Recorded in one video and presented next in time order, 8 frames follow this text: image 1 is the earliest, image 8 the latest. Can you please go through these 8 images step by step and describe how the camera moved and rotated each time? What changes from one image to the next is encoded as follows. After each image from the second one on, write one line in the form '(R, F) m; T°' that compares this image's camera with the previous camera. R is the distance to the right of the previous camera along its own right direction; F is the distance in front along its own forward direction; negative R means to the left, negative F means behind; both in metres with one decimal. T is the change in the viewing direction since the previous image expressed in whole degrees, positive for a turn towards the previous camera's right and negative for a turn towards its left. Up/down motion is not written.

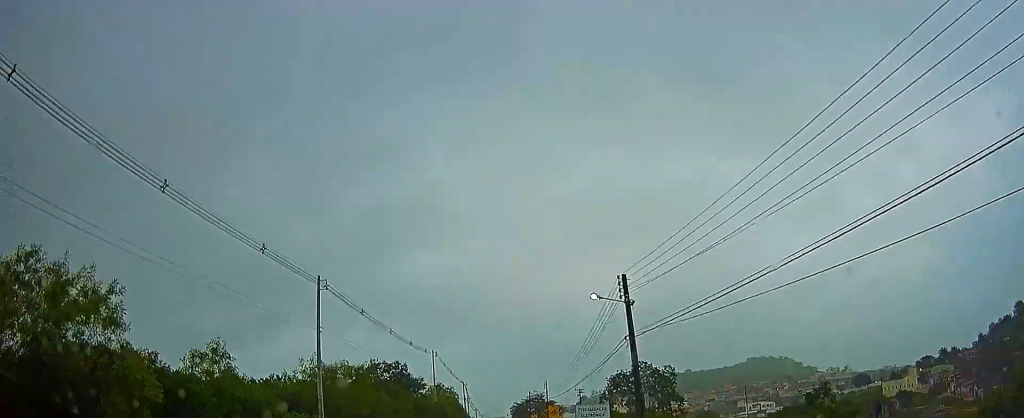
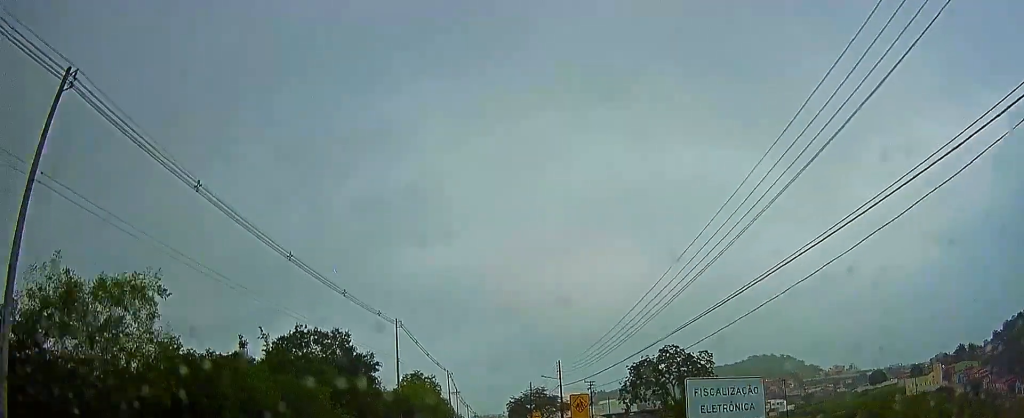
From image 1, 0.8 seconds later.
(+0.3, +21.5) m; +1°
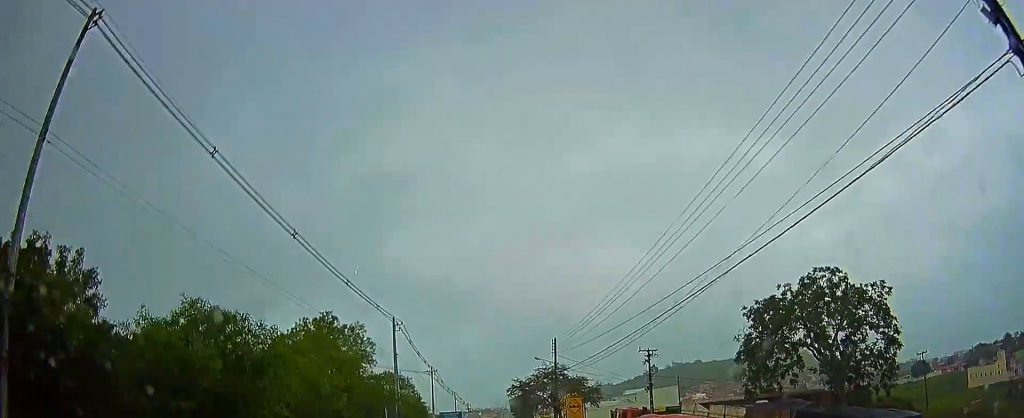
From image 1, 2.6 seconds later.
(+0.4, +39.0) m; +1°
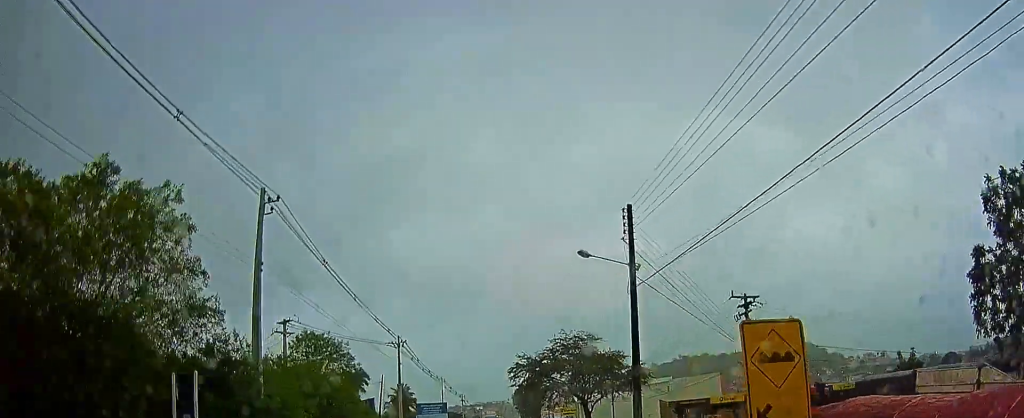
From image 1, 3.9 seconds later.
(-0.2, +29.7) m; 0°
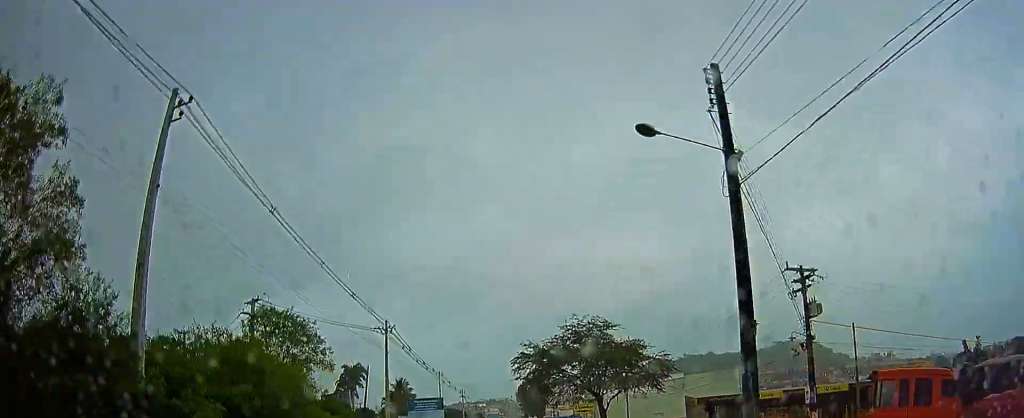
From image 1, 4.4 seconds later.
(0.0, +9.3) m; 0°
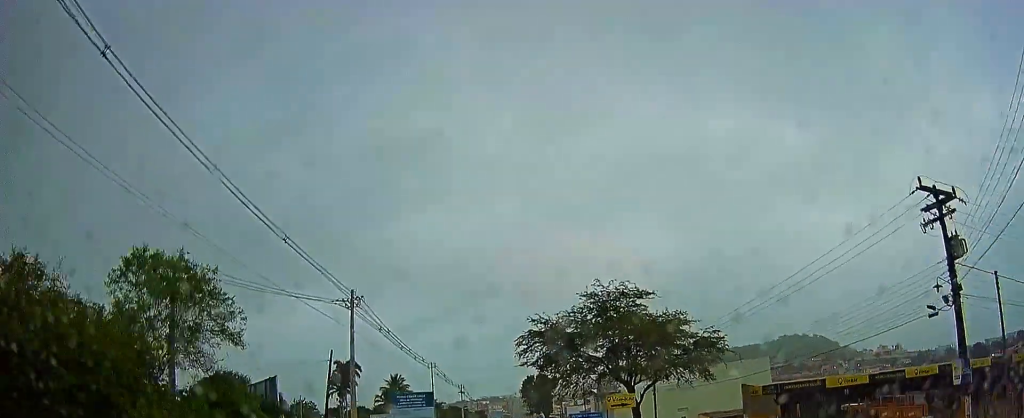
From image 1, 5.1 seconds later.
(0.0, +14.6) m; 0°
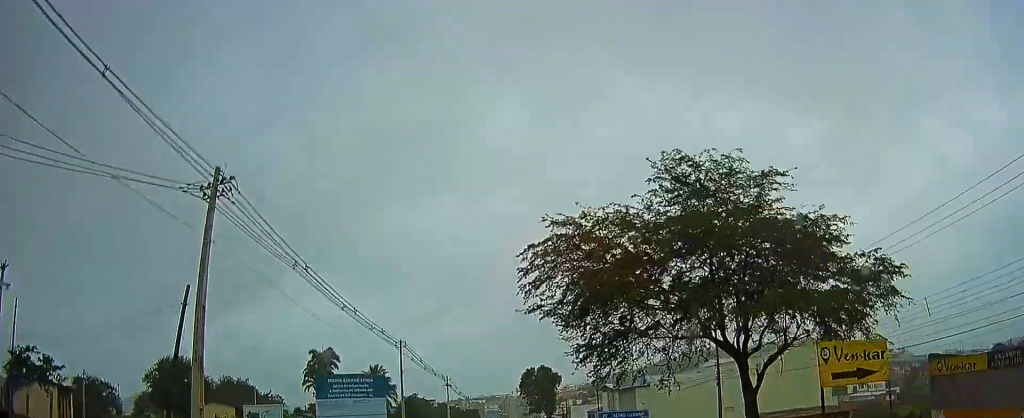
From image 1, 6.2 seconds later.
(0.0, +21.3) m; 0°
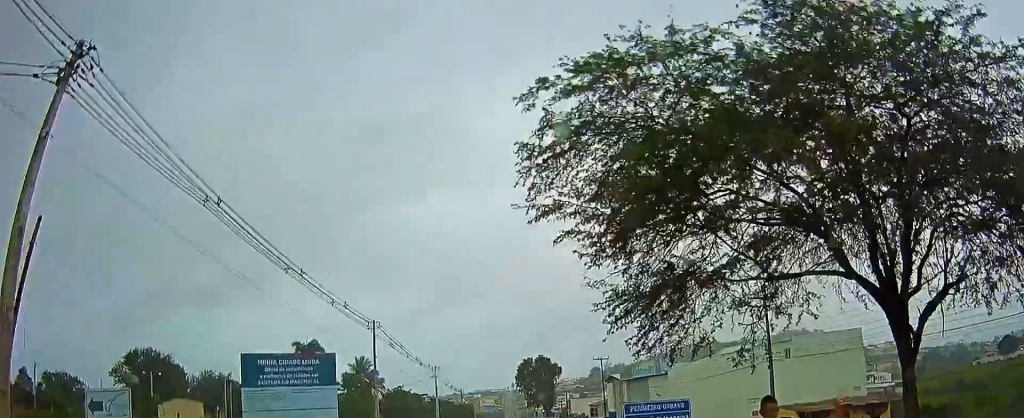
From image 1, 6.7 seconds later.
(0.0, +9.3) m; -1°
